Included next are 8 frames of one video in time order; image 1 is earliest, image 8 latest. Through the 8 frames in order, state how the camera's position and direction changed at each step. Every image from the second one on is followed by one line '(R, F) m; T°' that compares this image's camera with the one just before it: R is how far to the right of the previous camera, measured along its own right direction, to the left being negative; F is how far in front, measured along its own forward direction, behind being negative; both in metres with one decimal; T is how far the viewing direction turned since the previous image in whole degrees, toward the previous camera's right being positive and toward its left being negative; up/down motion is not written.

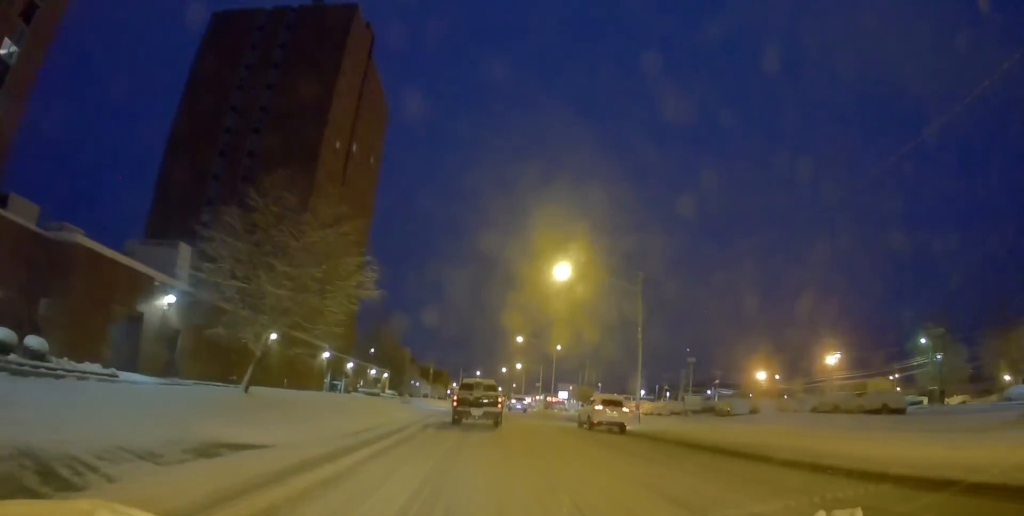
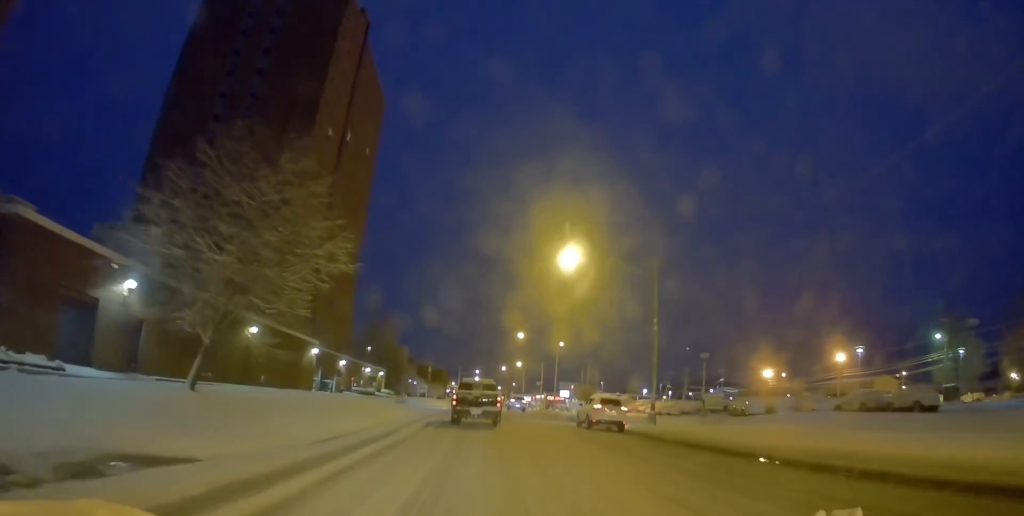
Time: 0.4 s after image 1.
(+0.1, +3.4) m; +1°
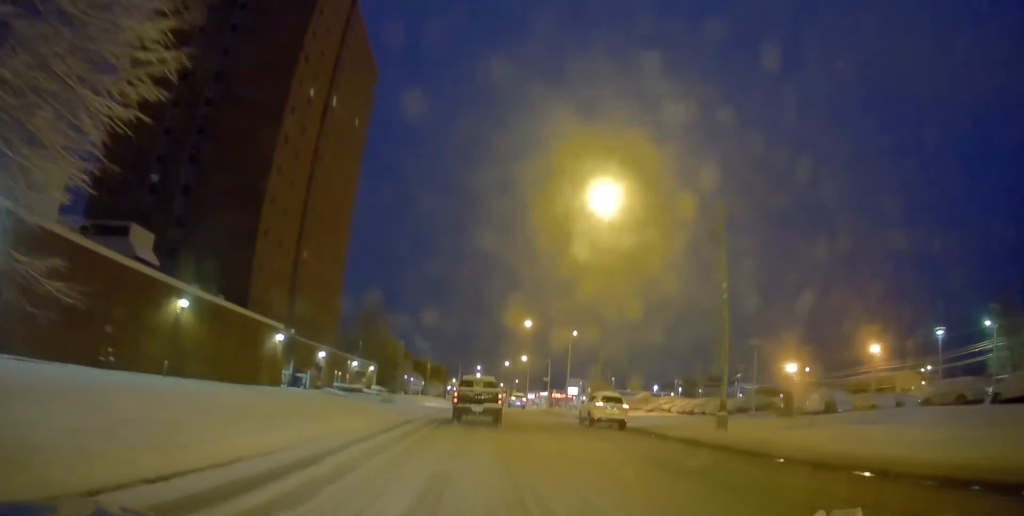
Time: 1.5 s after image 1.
(+0.1, +9.3) m; +3°
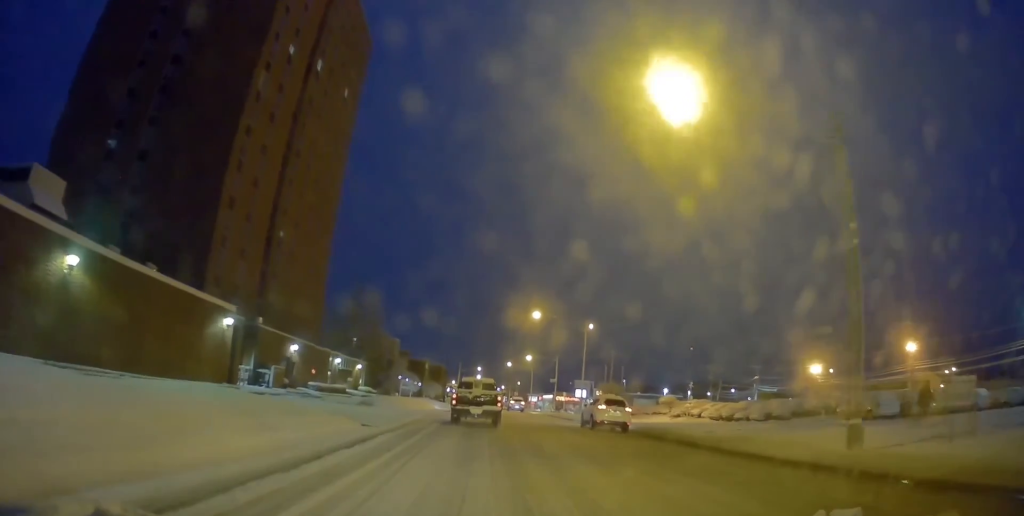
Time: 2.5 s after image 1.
(+0.3, +8.4) m; +1°
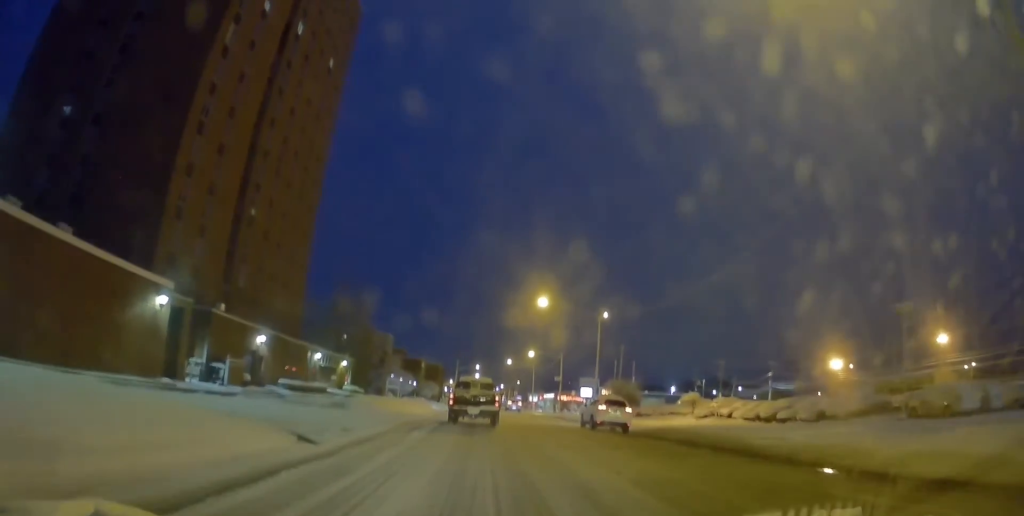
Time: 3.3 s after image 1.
(-0.1, +7.0) m; -1°
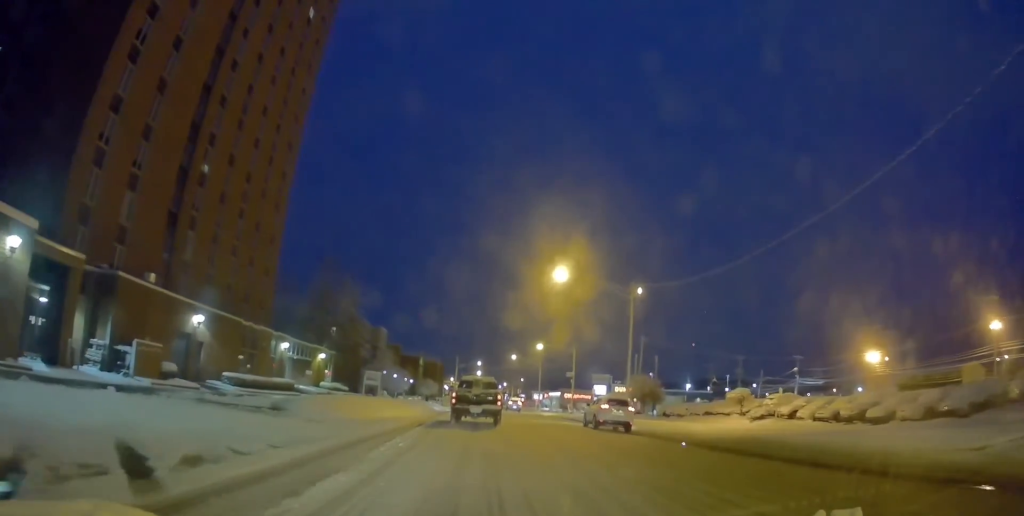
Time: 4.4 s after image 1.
(-0.3, +10.3) m; -1°
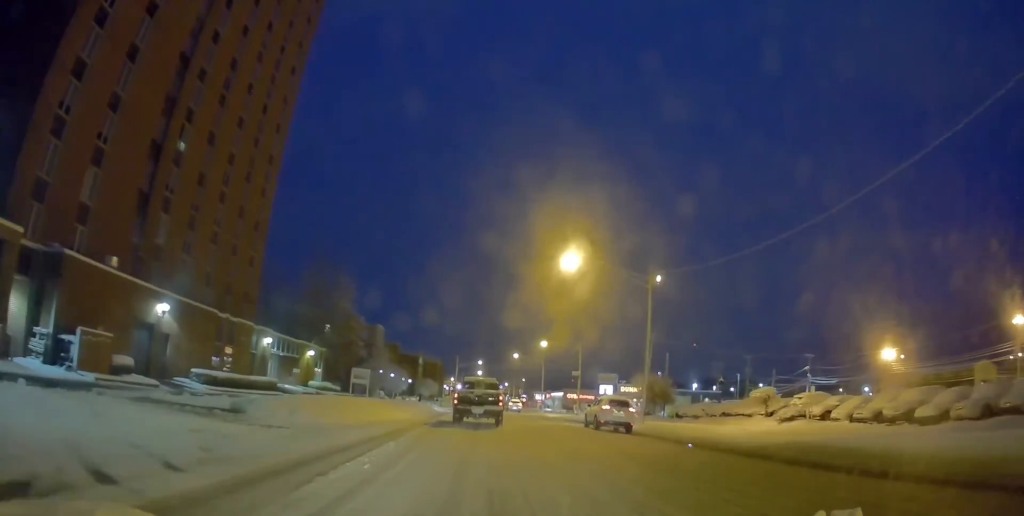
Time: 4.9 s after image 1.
(0.0, +4.2) m; 0°
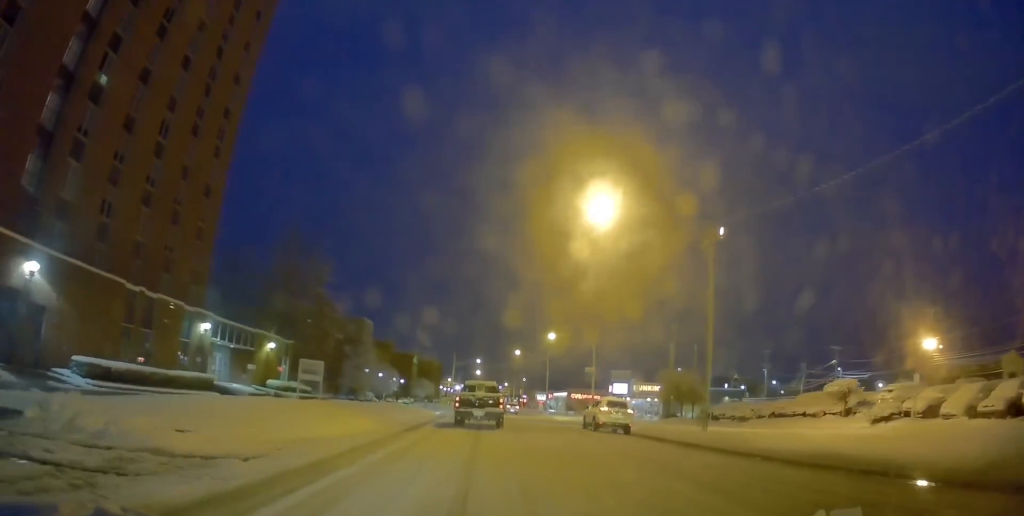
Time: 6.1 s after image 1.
(0.0, +10.3) m; 0°
